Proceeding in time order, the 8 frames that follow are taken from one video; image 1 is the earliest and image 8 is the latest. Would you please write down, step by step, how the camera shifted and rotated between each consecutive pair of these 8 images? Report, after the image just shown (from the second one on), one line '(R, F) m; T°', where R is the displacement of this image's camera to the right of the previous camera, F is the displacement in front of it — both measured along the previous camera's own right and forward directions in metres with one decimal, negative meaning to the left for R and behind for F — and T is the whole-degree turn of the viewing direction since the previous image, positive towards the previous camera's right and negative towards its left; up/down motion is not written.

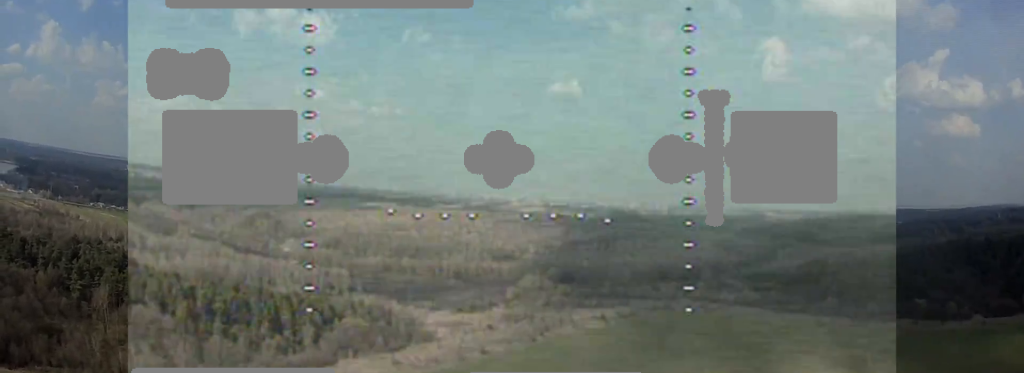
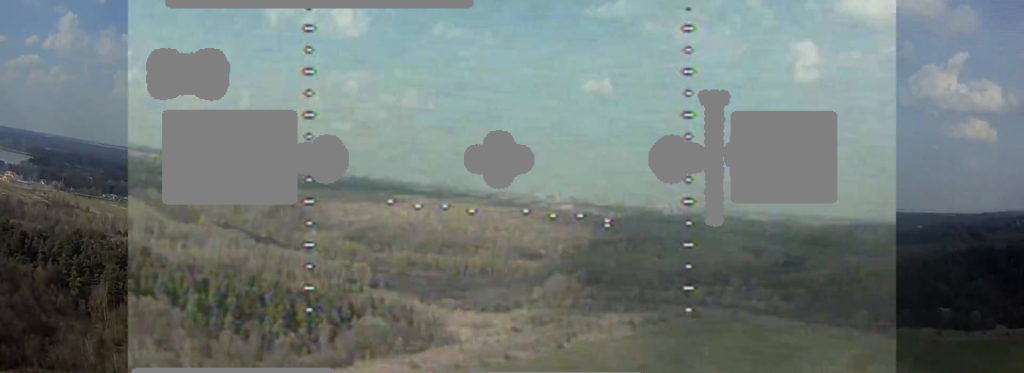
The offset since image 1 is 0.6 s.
(0.0, +11.7) m; 0°
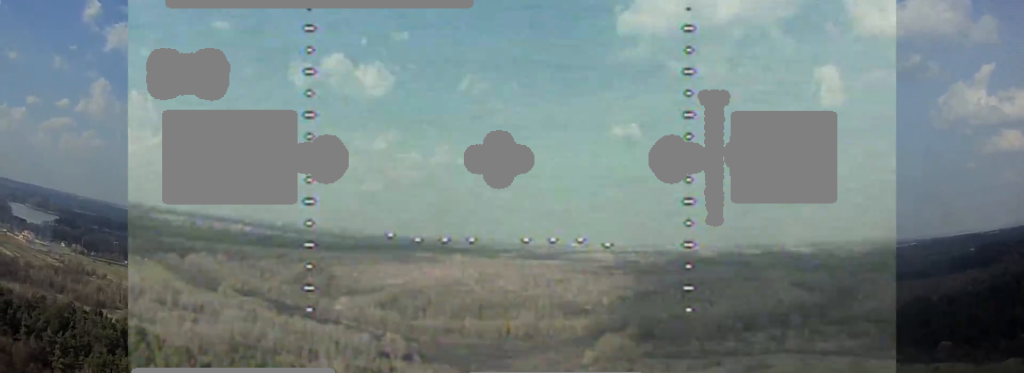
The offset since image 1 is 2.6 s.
(-0.9, +34.6) m; -3°
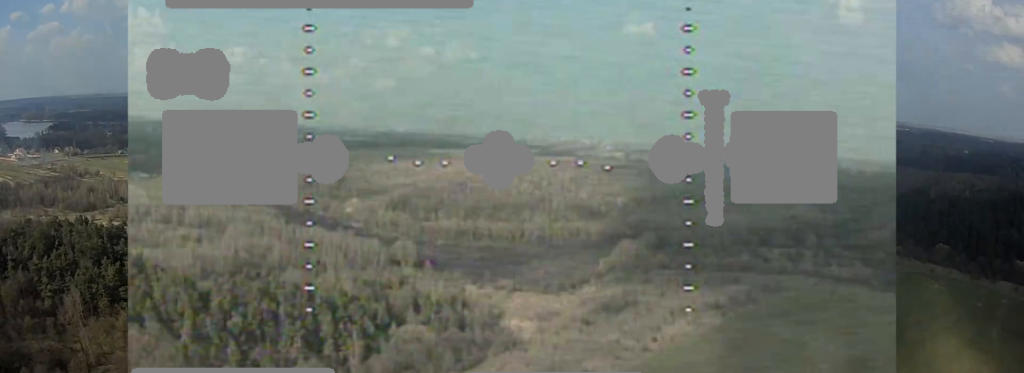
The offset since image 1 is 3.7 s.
(-0.1, +19.6) m; 0°
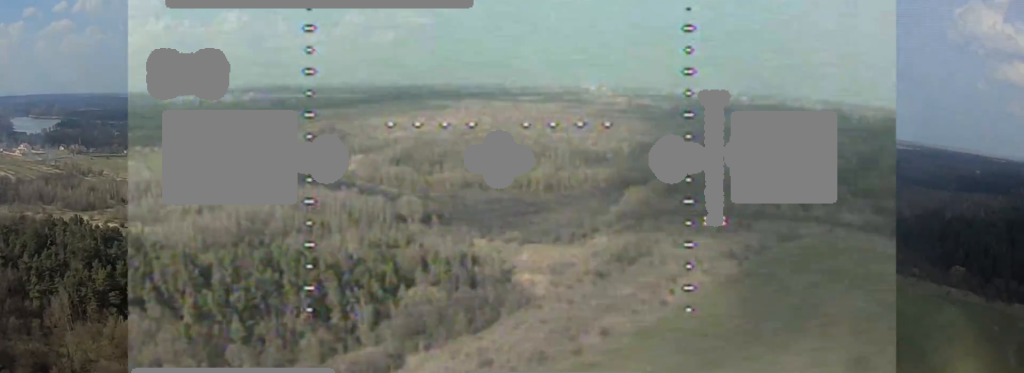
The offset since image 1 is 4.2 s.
(0.0, +9.6) m; 0°
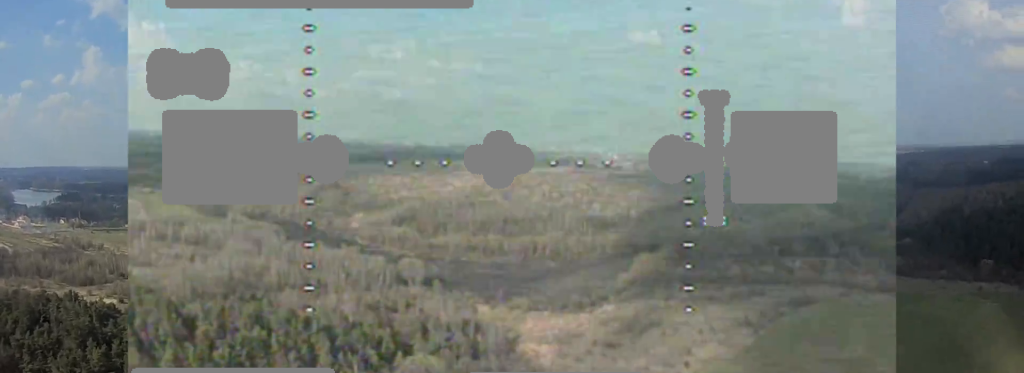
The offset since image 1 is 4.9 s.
(0.0, +11.3) m; 0°
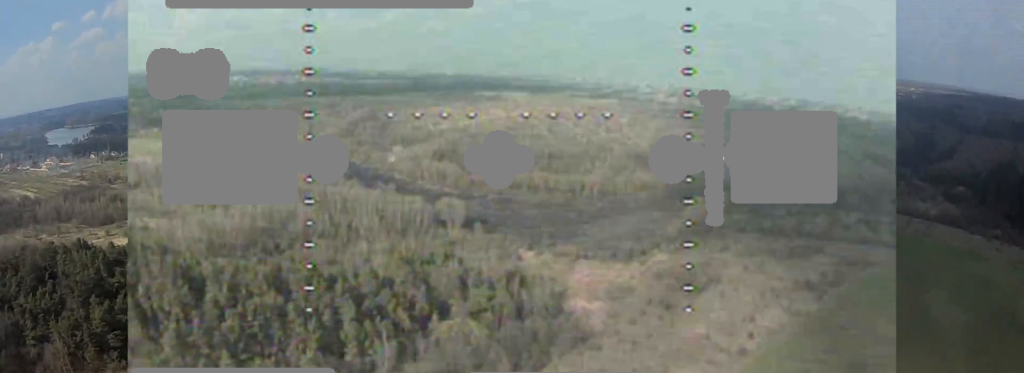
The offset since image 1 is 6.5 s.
(-0.1, +28.1) m; 0°
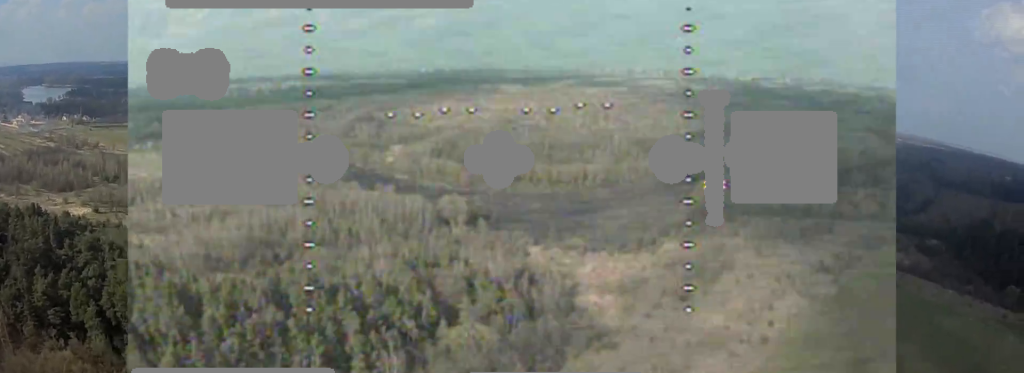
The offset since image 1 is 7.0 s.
(0.0, +8.4) m; 0°
